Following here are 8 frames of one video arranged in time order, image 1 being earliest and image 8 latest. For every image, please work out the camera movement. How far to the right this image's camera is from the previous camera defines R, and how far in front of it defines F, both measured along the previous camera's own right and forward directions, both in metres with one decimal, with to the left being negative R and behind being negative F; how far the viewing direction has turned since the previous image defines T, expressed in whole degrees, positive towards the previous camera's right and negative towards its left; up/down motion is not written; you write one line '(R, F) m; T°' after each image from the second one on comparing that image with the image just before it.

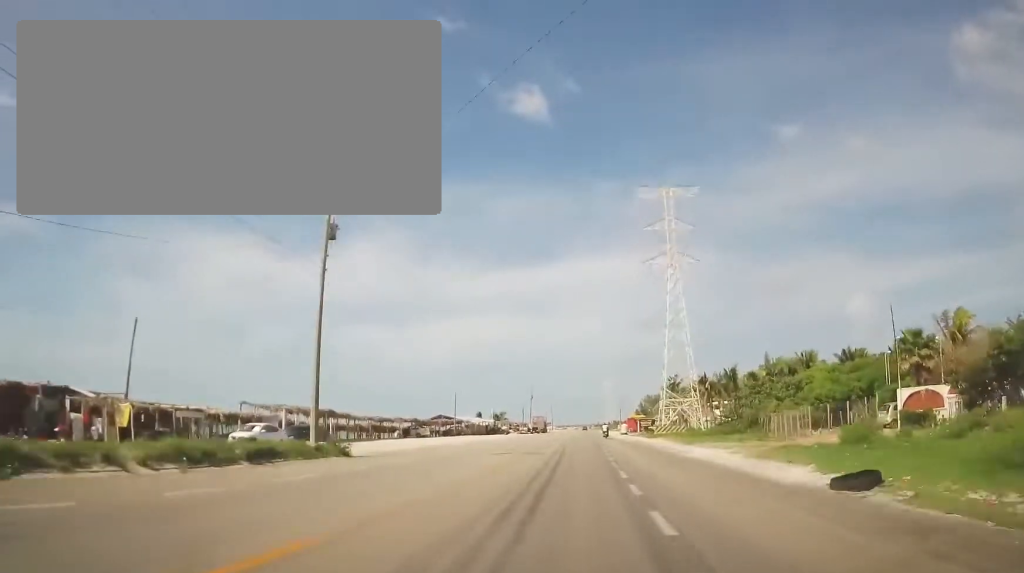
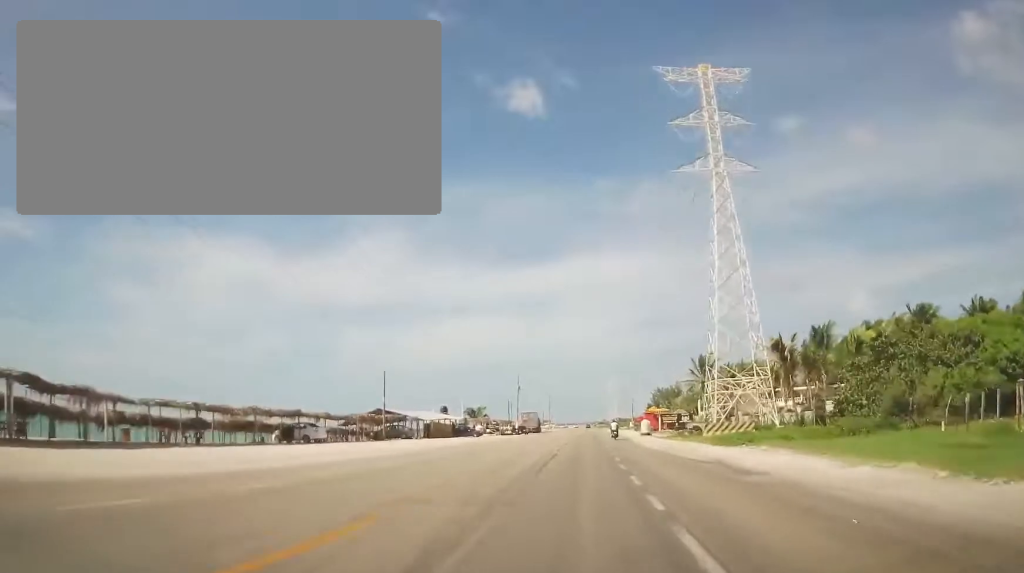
(0.0, +31.6) m; -1°
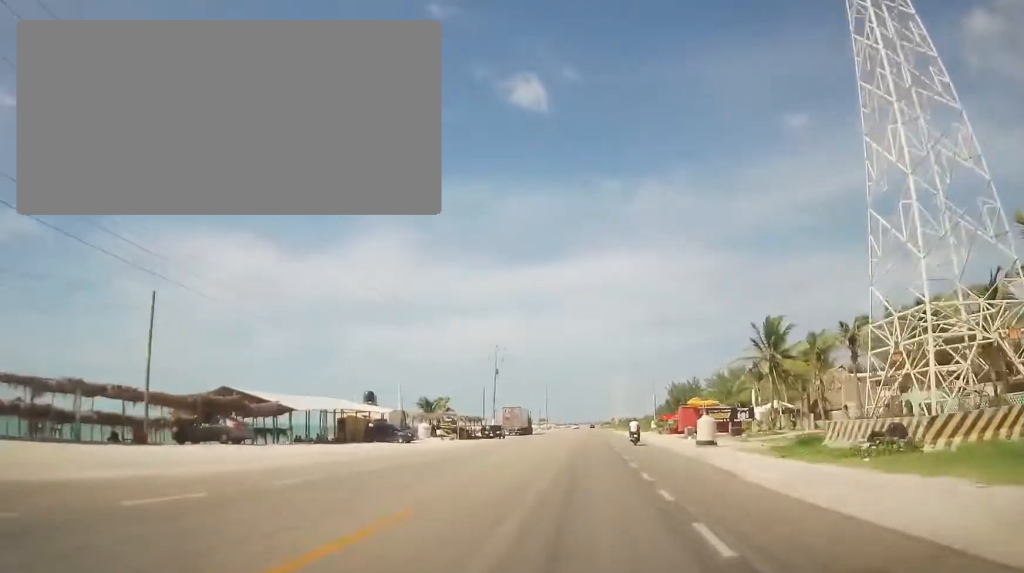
(-0.4, +32.7) m; 0°
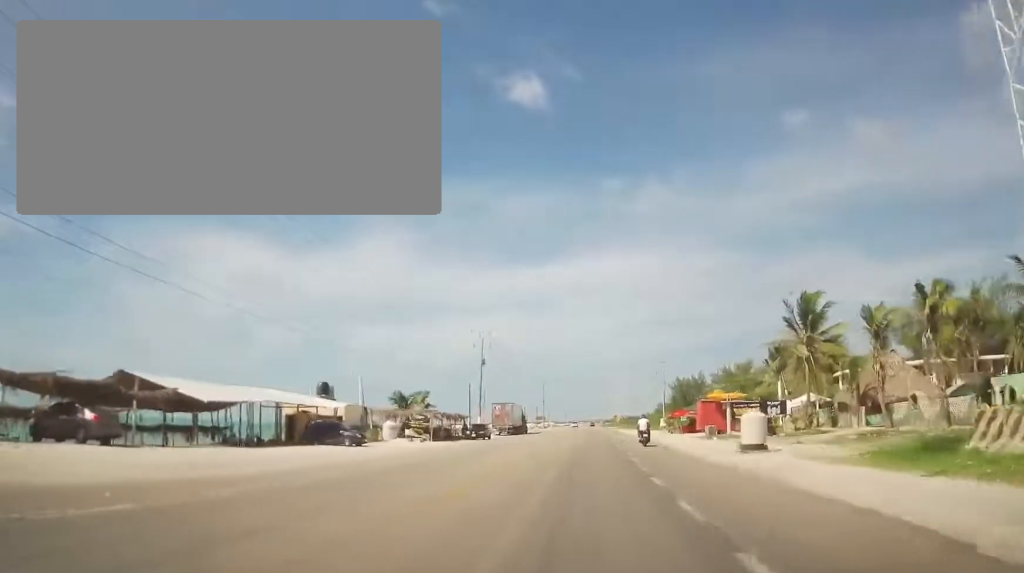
(+0.2, +10.3) m; 0°
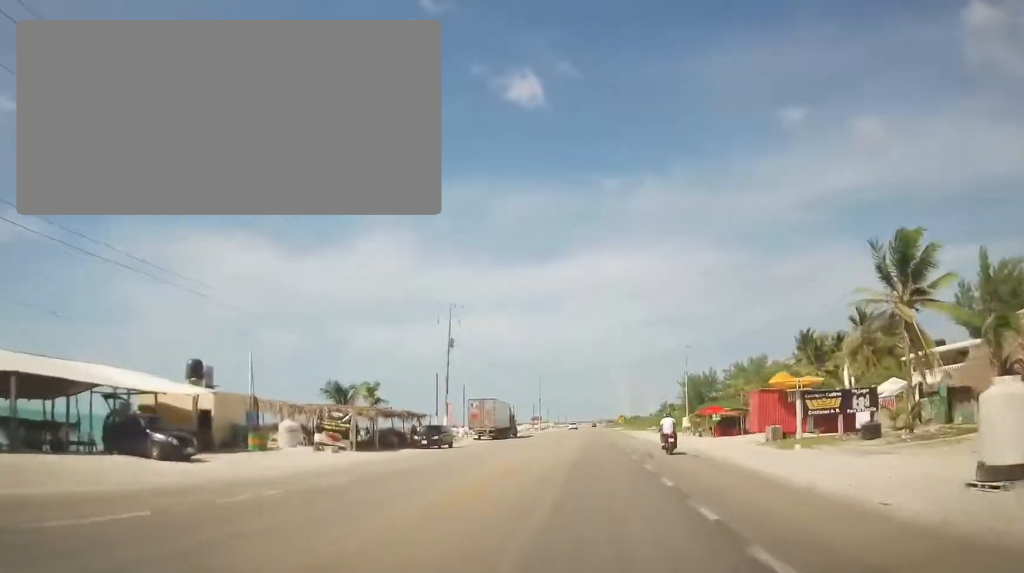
(-0.2, +16.9) m; 0°
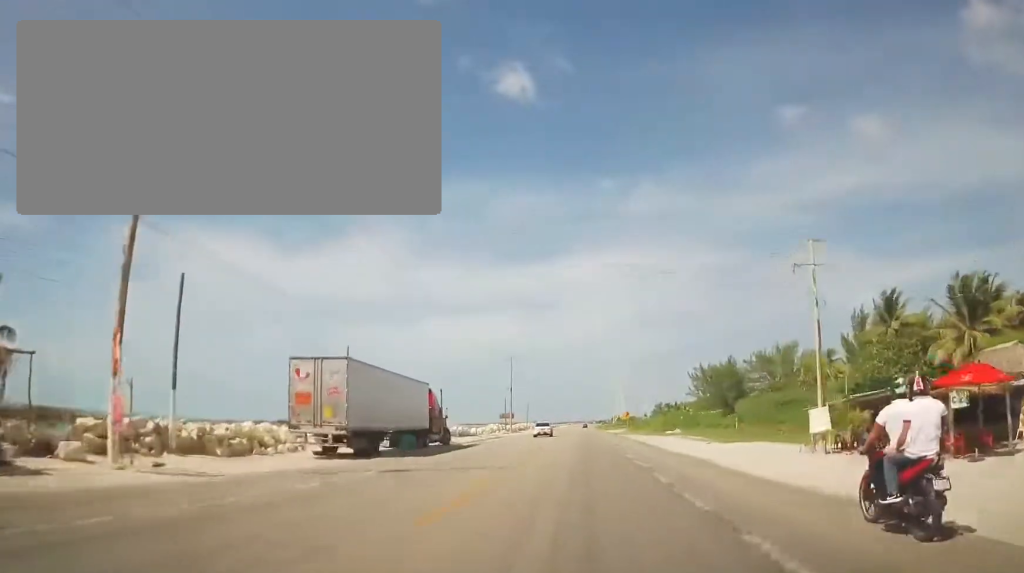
(+0.3, +36.9) m; +2°
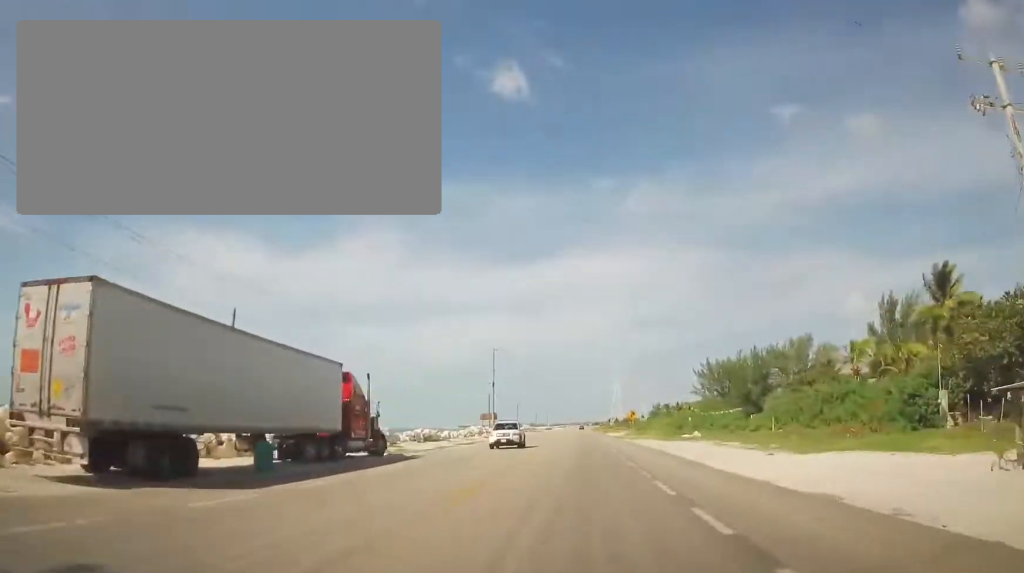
(+0.2, +14.3) m; 0°
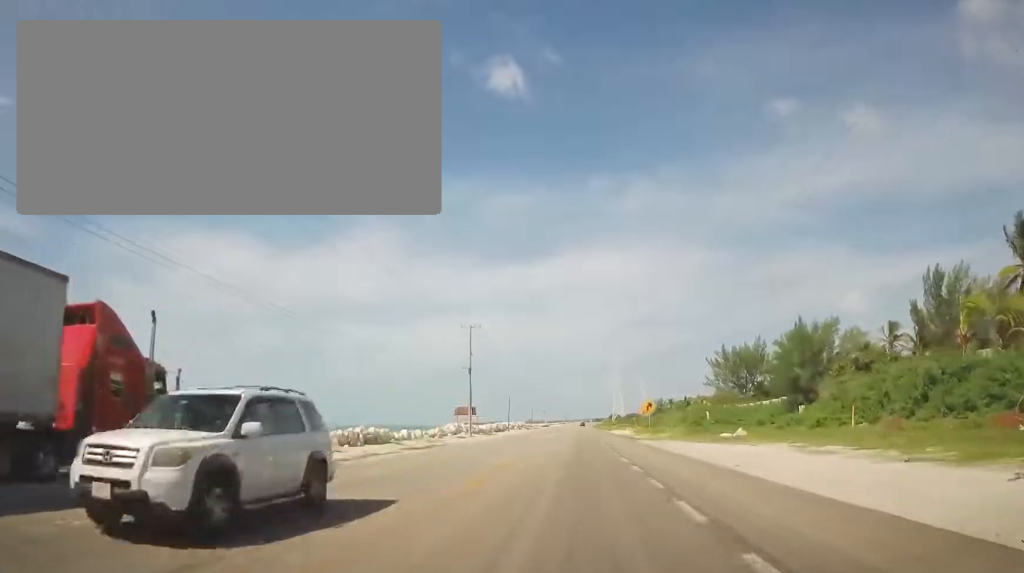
(+0.1, +16.0) m; 0°
